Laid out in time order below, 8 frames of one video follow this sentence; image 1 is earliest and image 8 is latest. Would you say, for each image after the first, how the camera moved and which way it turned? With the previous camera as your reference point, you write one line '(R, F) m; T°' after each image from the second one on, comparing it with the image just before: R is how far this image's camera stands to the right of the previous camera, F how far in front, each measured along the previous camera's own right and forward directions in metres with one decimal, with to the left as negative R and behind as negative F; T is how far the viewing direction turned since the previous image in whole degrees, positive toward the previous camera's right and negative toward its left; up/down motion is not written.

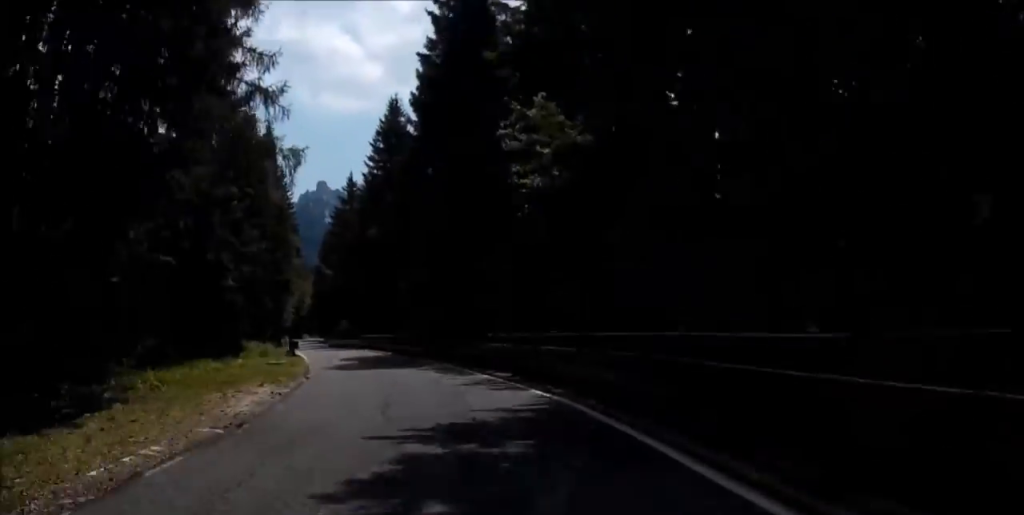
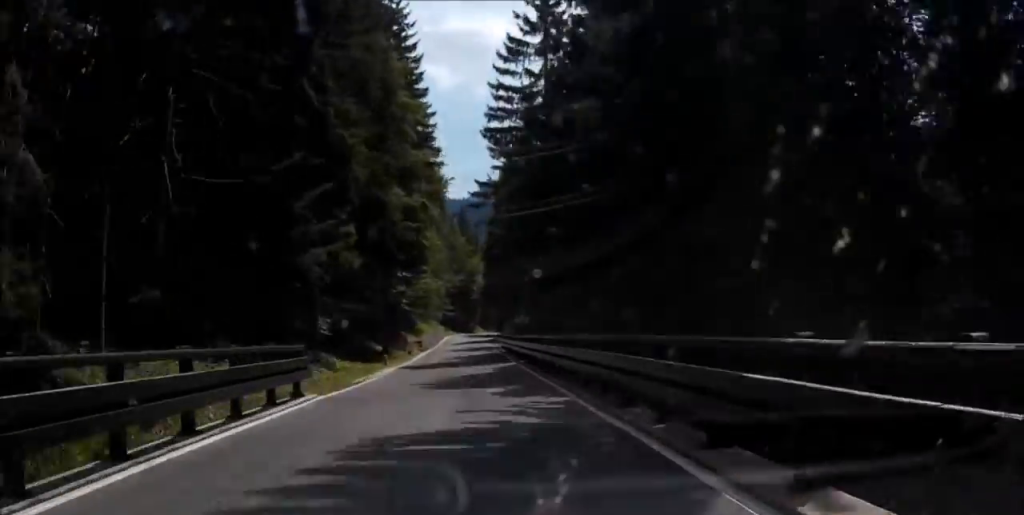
(-5.8, +53.5) m; -12°
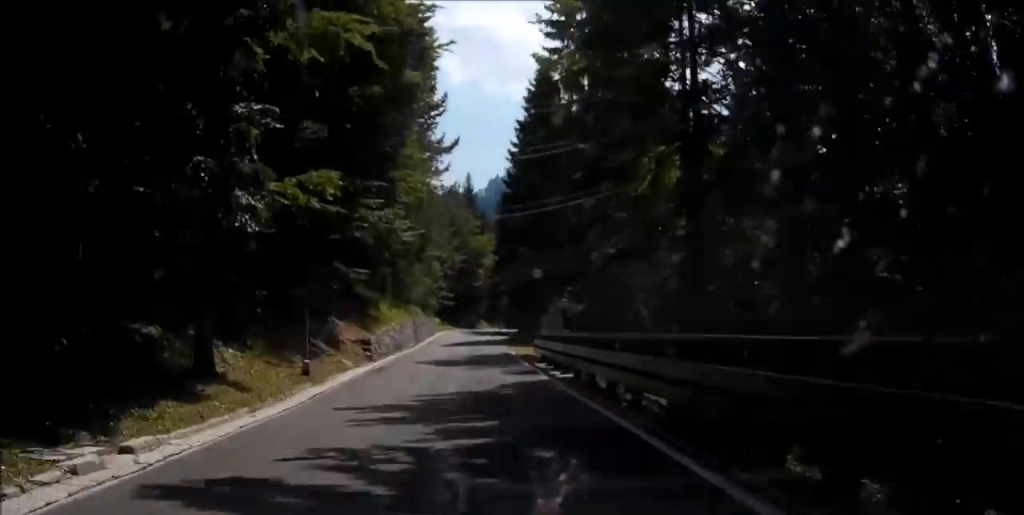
(-0.7, +29.1) m; -1°
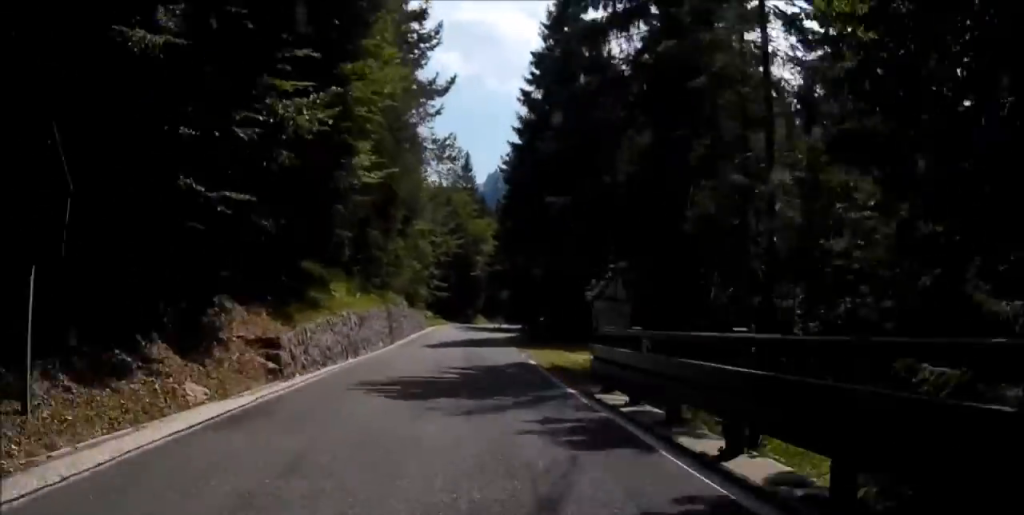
(+0.1, +12.1) m; 0°
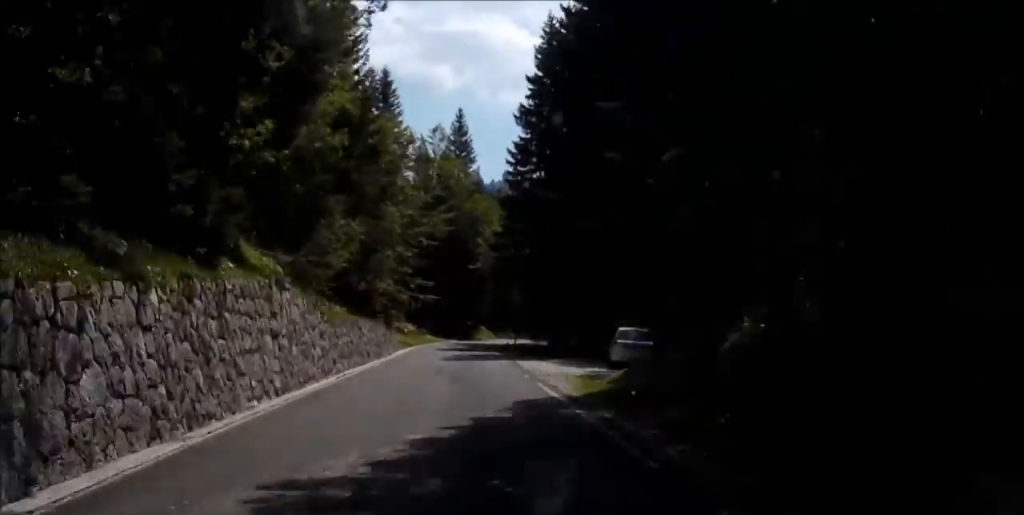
(+0.2, +27.8) m; 0°
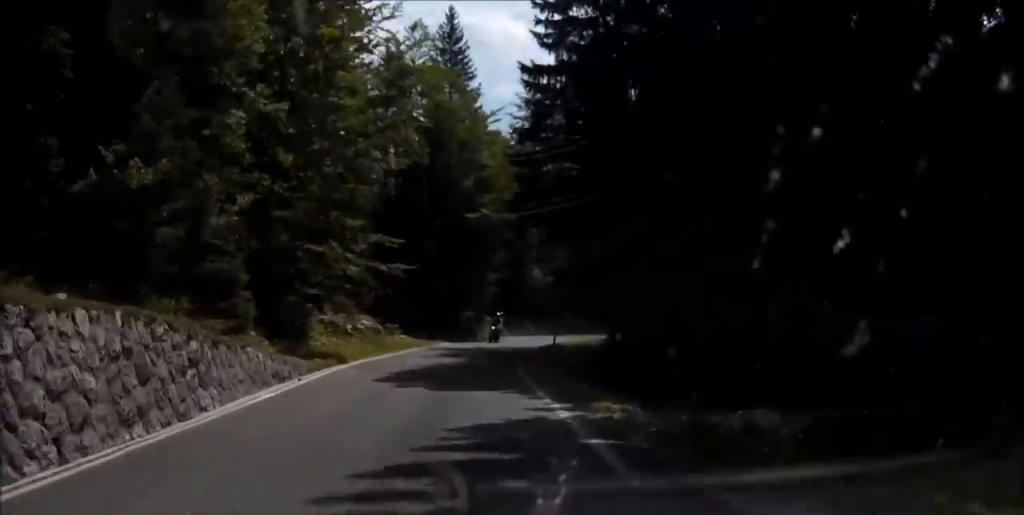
(+0.1, +26.7) m; +1°
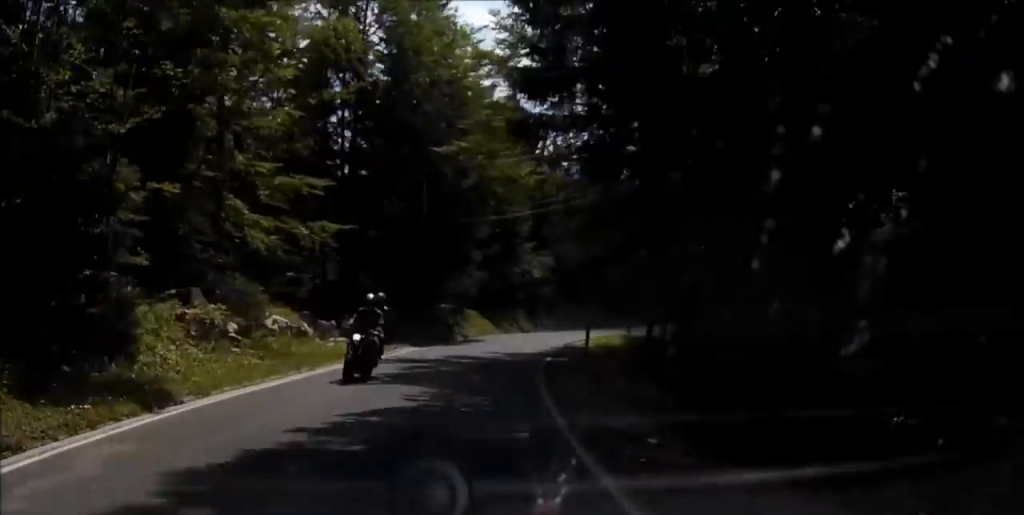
(-0.2, +14.8) m; +1°
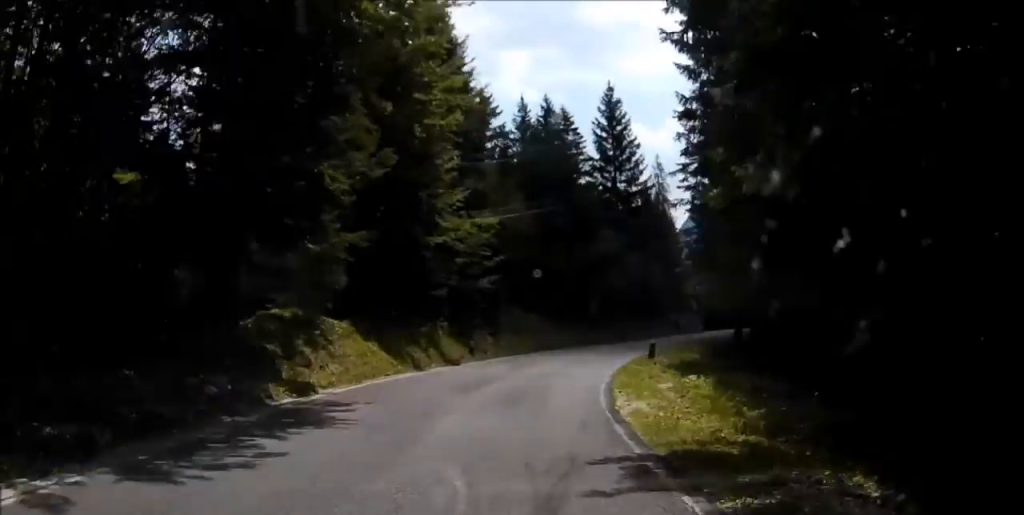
(+0.8, +24.6) m; +9°
